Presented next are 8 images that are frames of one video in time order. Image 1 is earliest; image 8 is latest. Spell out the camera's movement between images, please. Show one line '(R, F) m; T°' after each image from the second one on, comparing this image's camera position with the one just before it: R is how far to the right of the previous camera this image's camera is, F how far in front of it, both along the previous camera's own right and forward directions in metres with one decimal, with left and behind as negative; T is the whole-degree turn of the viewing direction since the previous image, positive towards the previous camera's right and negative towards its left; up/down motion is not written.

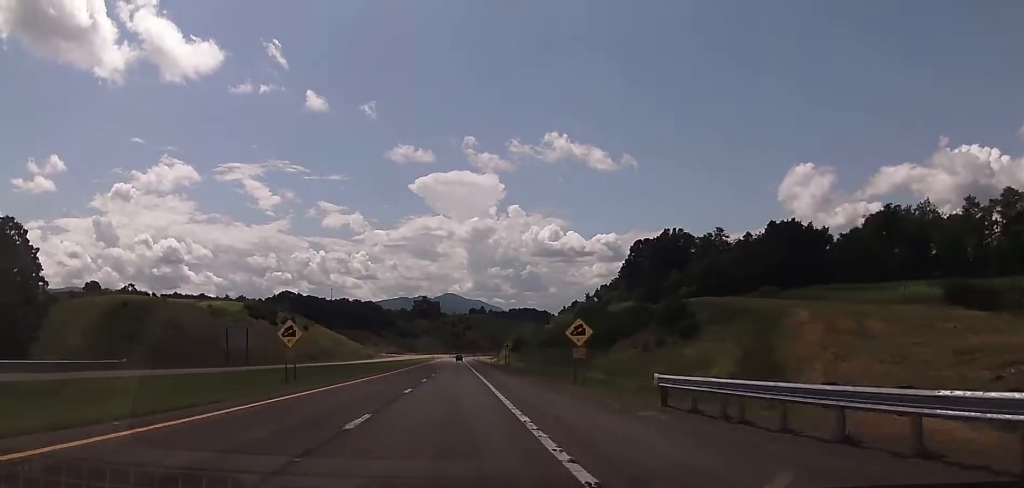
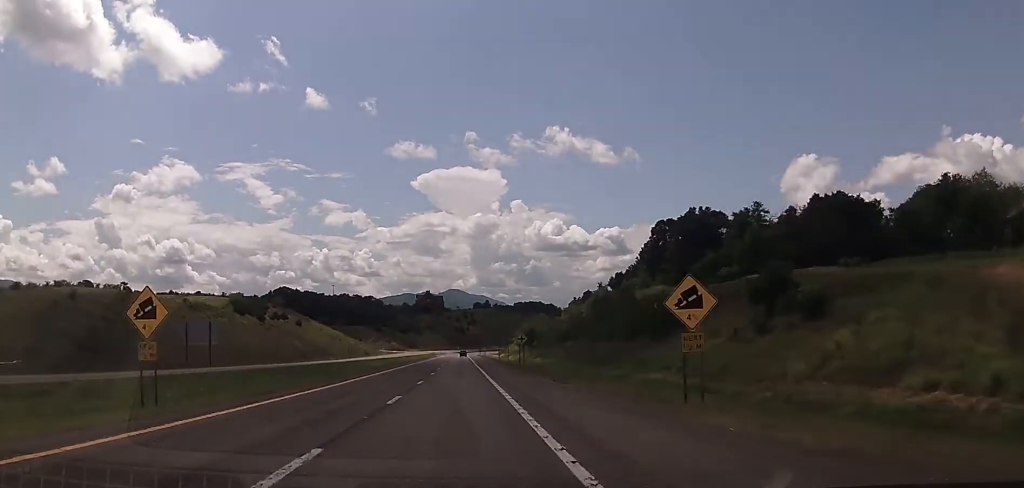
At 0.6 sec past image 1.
(+0.1, +18.7) m; -1°
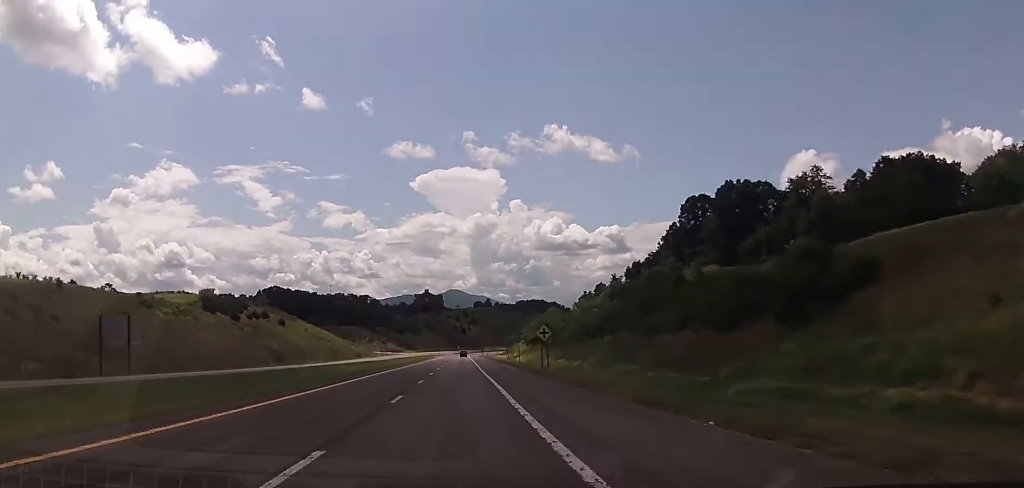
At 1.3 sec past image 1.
(-0.5, +24.3) m; 0°
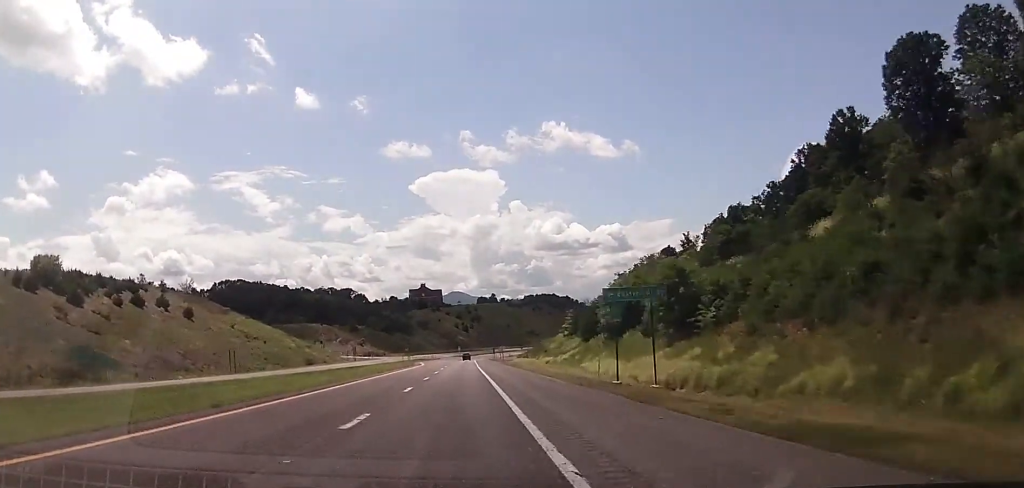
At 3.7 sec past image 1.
(-0.2, +78.4) m; 0°
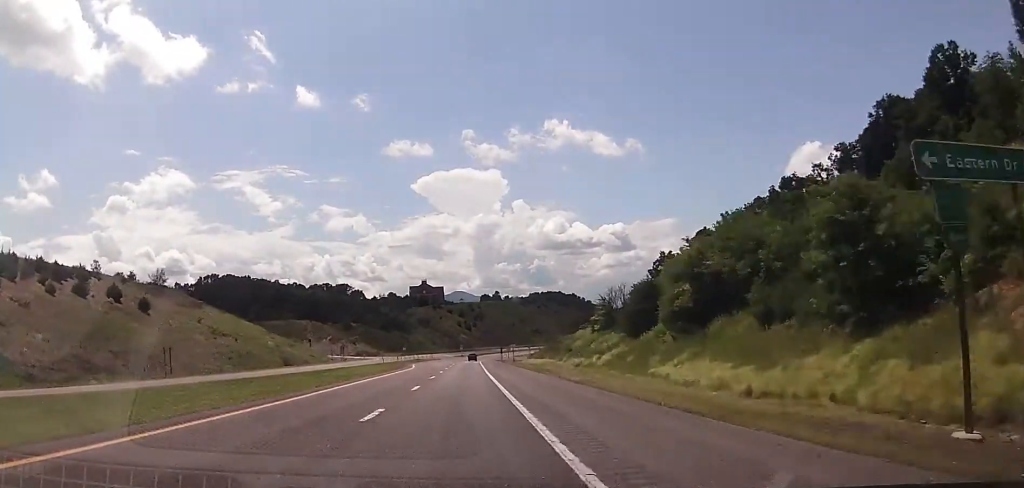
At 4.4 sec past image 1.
(+0.2, +23.1) m; 0°
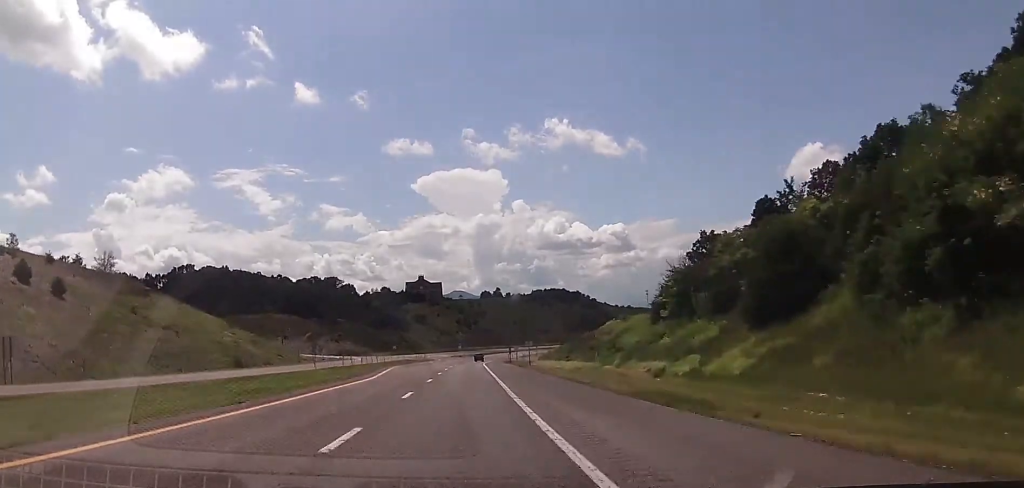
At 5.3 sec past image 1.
(-0.1, +29.8) m; 0°
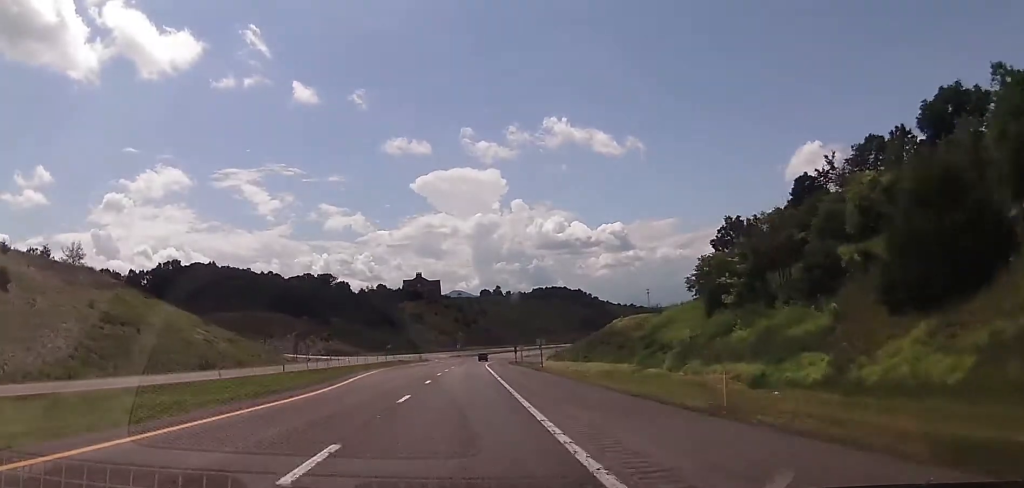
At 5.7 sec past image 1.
(0.0, +14.3) m; 0°
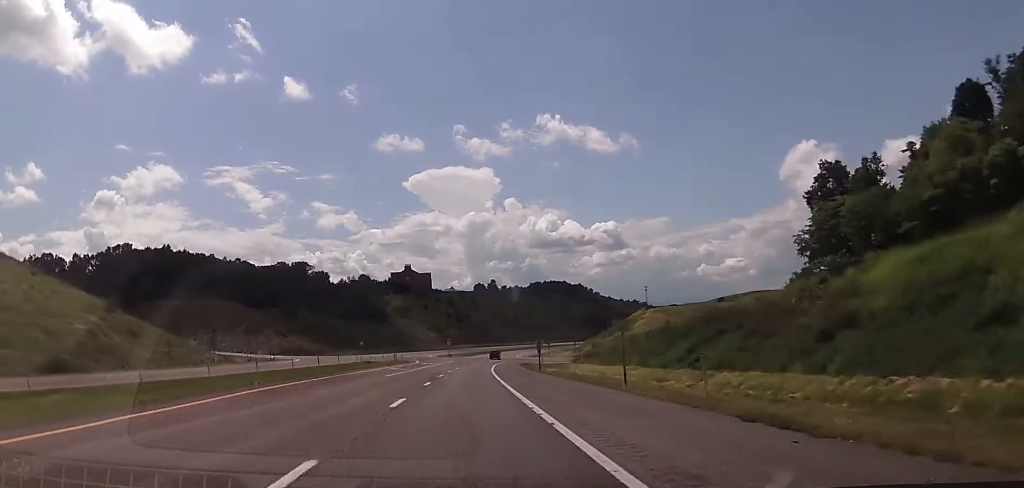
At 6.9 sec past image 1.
(0.0, +38.6) m; 0°
